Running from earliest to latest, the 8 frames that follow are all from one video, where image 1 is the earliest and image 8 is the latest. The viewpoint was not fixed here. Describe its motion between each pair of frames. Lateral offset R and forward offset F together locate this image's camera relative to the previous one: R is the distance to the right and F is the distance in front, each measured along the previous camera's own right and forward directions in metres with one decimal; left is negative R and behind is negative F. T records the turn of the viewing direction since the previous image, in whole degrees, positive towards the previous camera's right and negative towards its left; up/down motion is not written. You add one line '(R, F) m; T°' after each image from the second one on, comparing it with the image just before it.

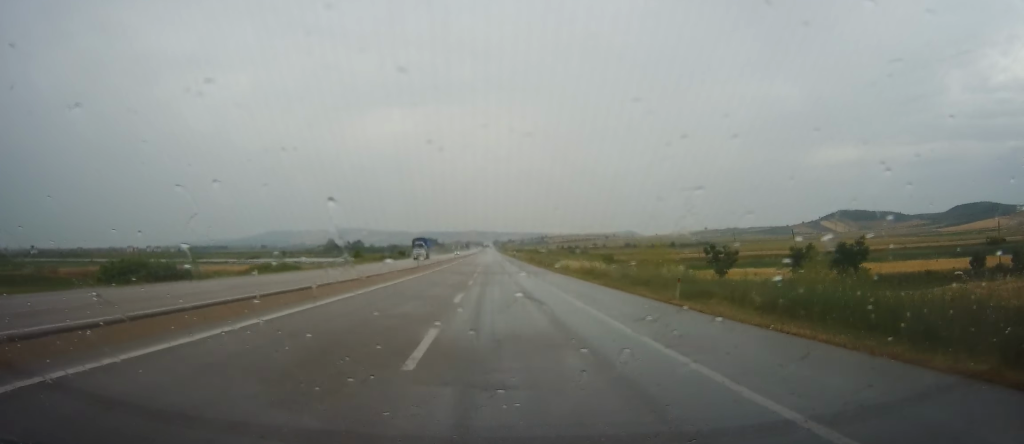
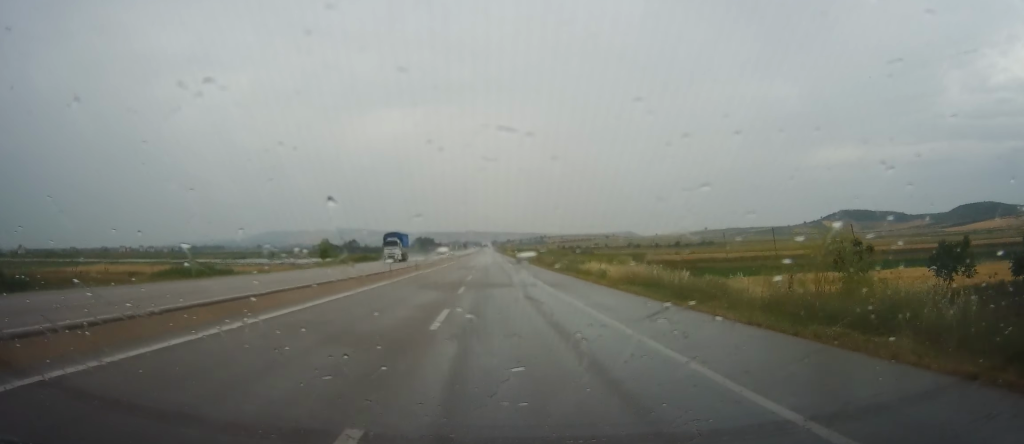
(0.0, +17.9) m; 0°
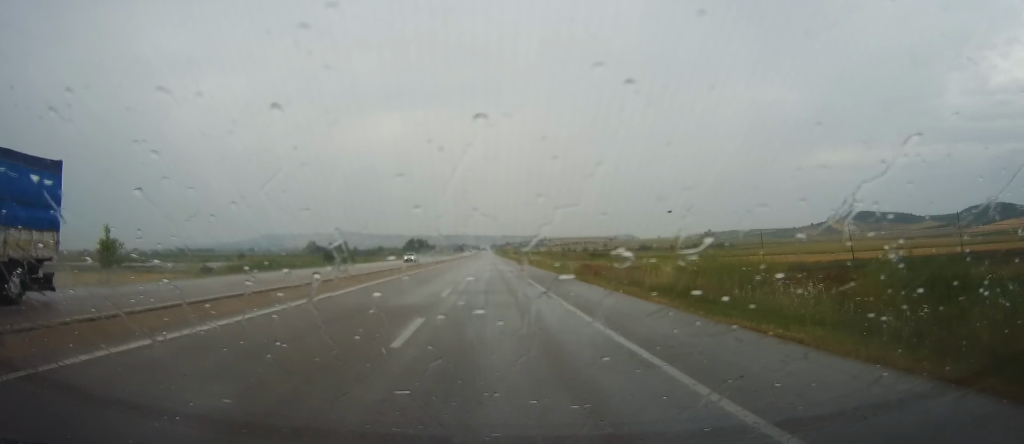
(-0.6, +46.6) m; -1°
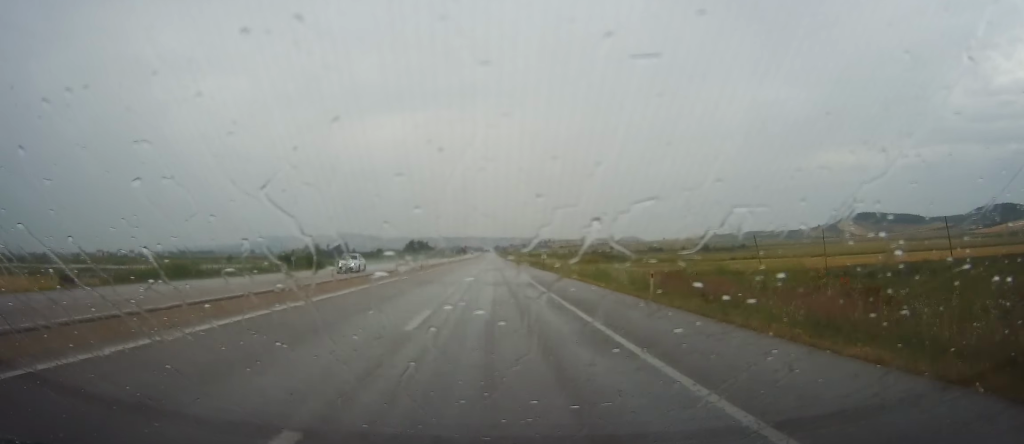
(+0.3, +20.3) m; 0°
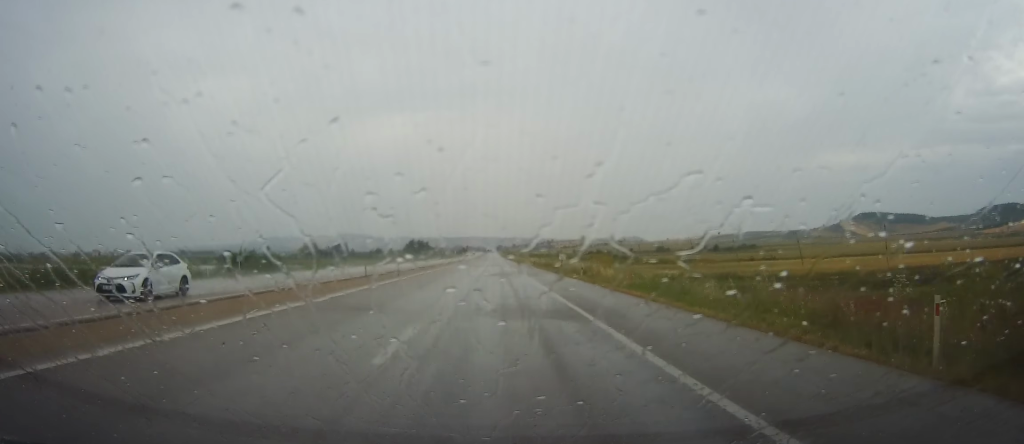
(-0.3, +15.1) m; -1°
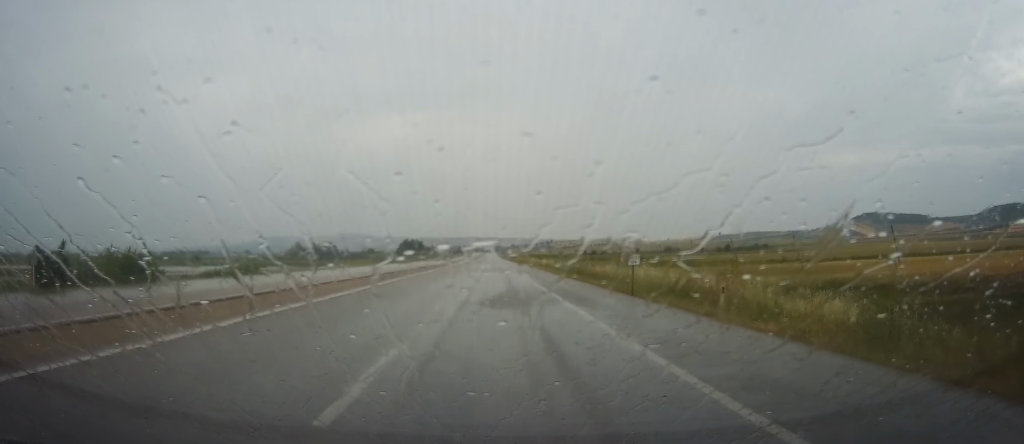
(-0.2, +25.3) m; 0°
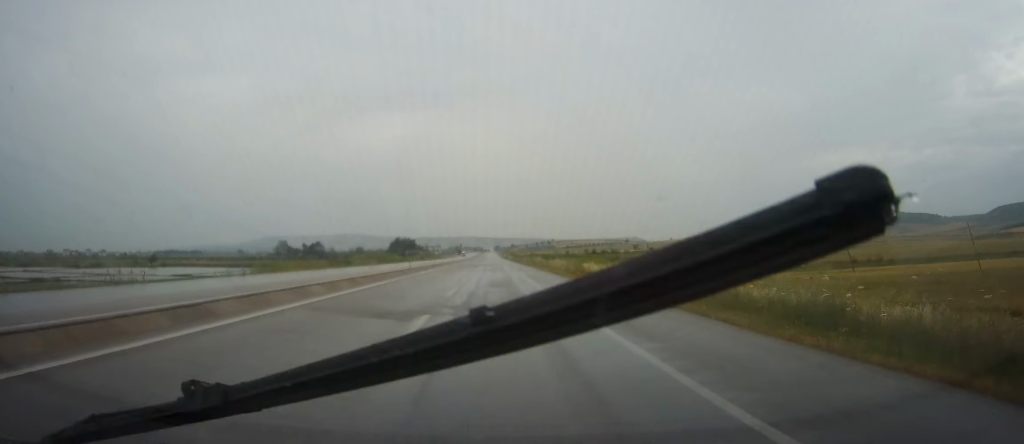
(+0.7, +39.4) m; +1°
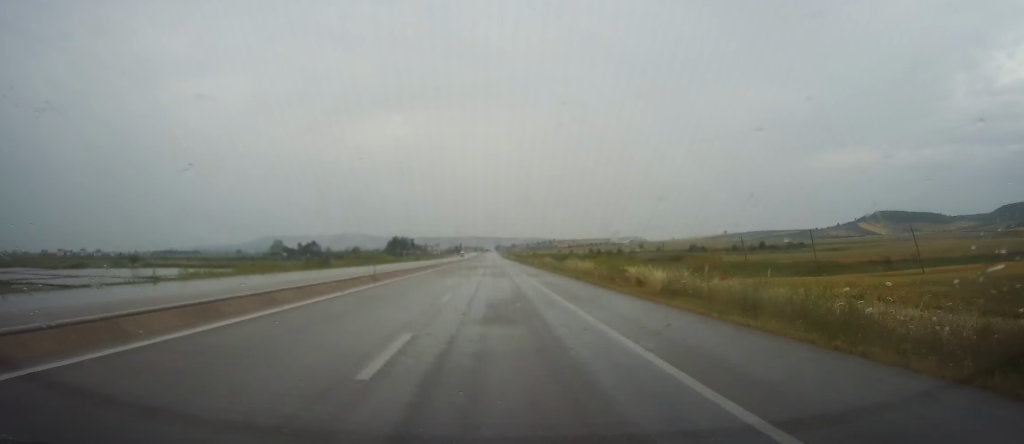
(-0.1, +14.5) m; 0°
